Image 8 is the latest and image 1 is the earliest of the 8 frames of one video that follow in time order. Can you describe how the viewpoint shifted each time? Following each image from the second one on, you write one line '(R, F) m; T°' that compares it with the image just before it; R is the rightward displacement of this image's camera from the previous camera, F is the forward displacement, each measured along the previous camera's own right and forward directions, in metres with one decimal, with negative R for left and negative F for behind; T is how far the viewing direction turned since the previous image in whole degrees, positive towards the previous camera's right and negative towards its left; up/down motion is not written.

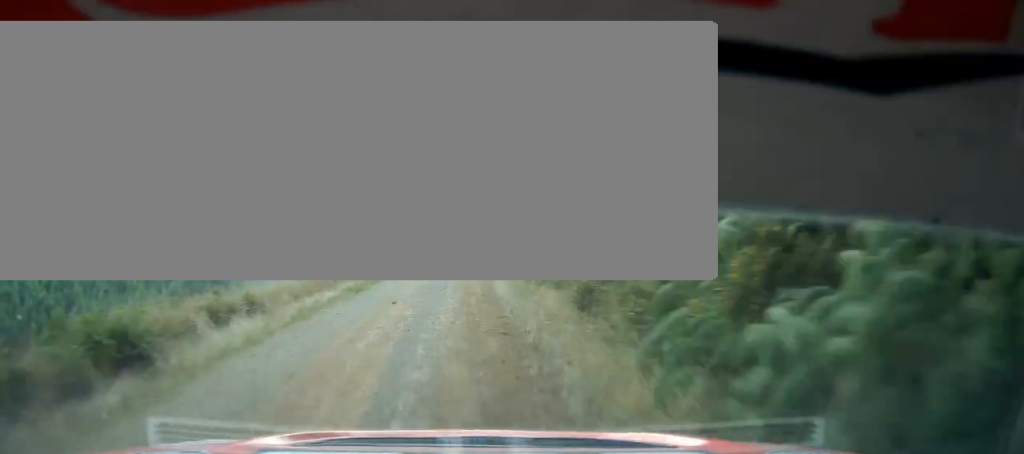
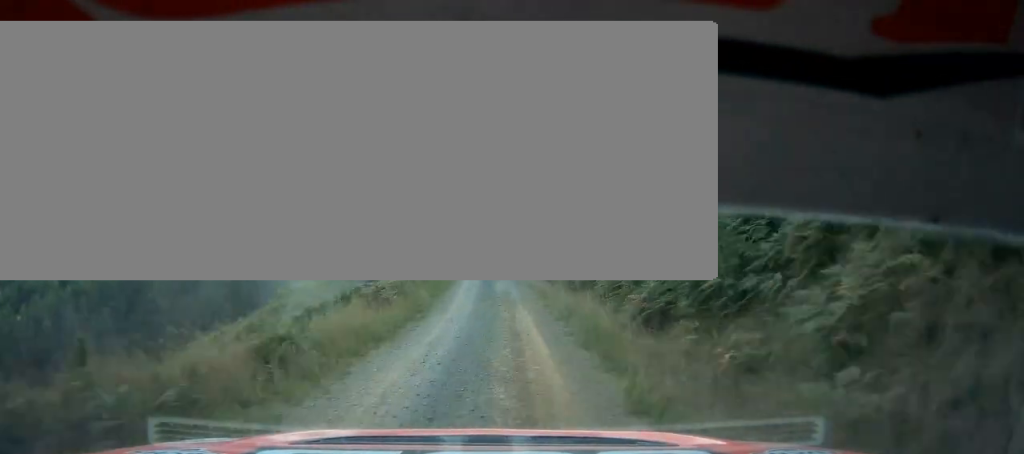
(-2.7, +38.1) m; -6°
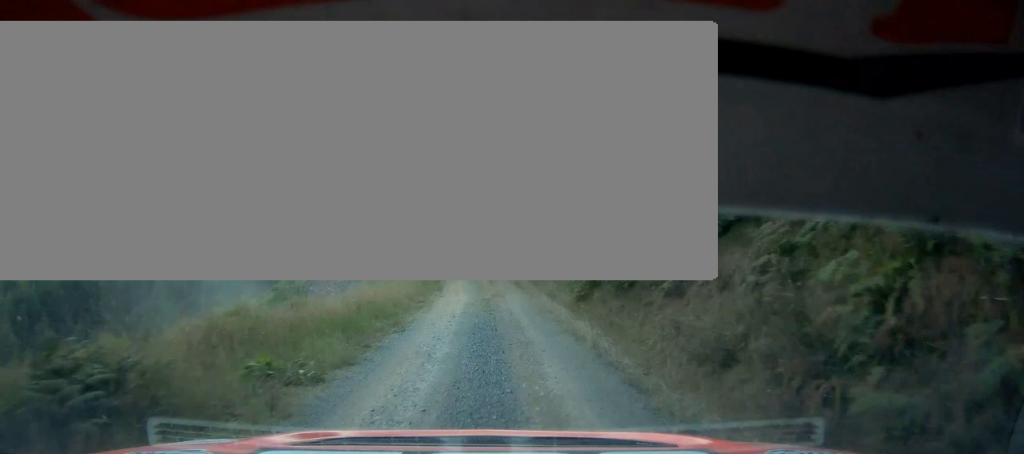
(-0.4, +23.3) m; -2°
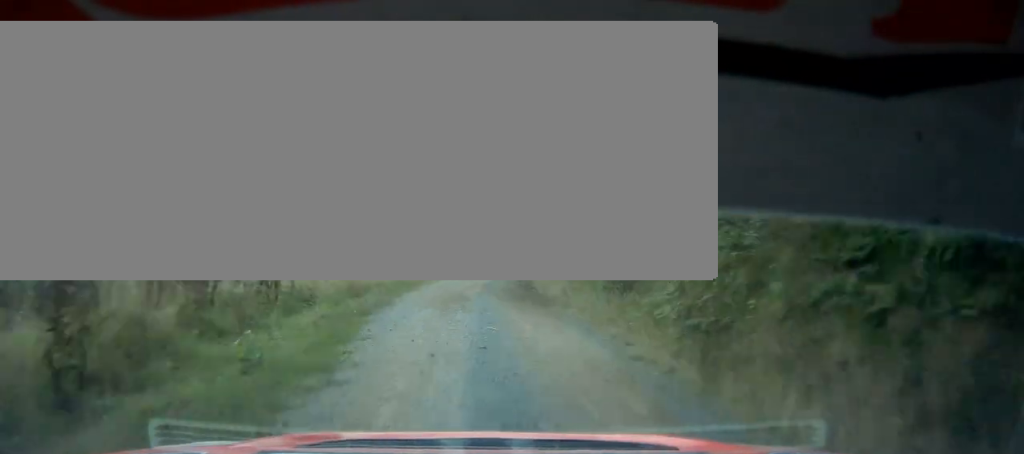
(-2.3, +60.8) m; -3°
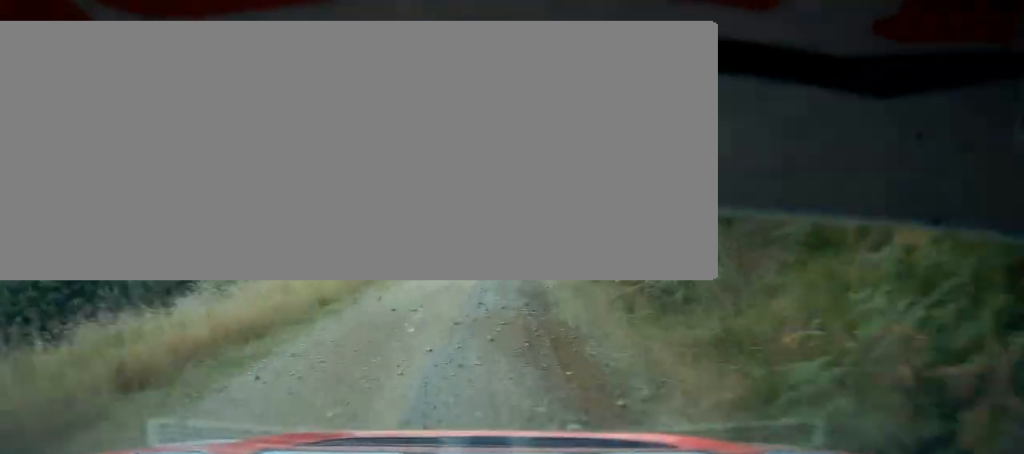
(0.0, +17.1) m; -4°
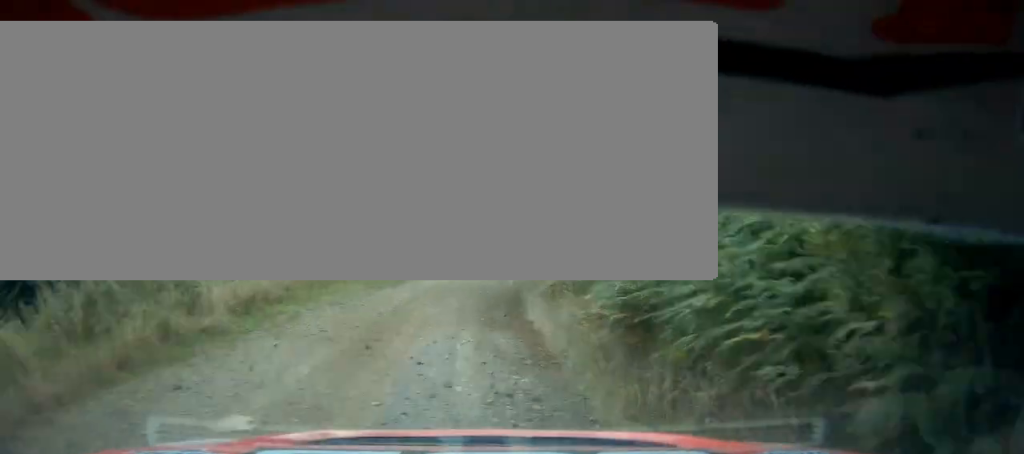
(-0.1, +9.1) m; -6°
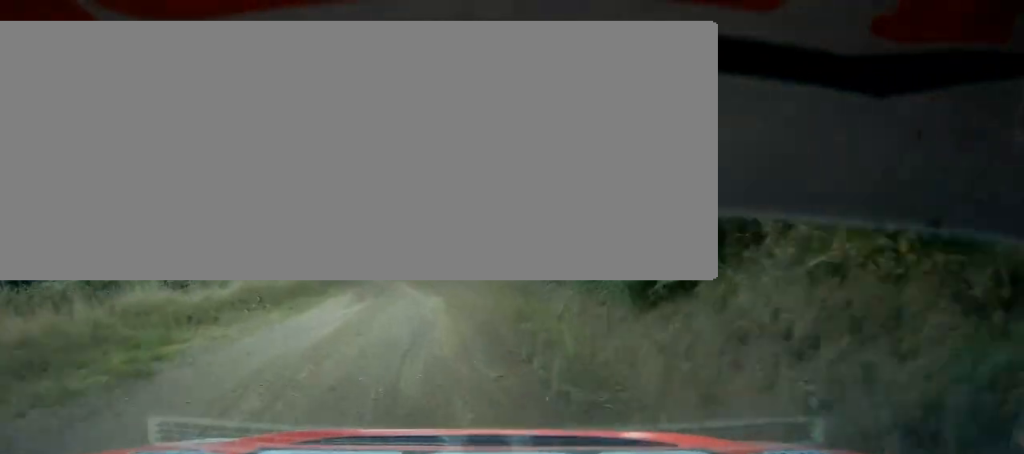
(-0.4, +9.9) m; -14°
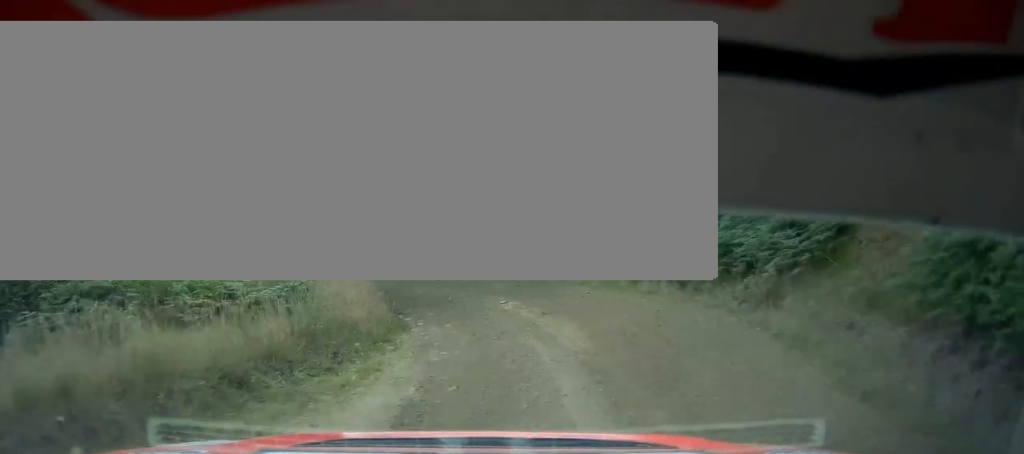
(-2.1, +10.5) m; -10°
